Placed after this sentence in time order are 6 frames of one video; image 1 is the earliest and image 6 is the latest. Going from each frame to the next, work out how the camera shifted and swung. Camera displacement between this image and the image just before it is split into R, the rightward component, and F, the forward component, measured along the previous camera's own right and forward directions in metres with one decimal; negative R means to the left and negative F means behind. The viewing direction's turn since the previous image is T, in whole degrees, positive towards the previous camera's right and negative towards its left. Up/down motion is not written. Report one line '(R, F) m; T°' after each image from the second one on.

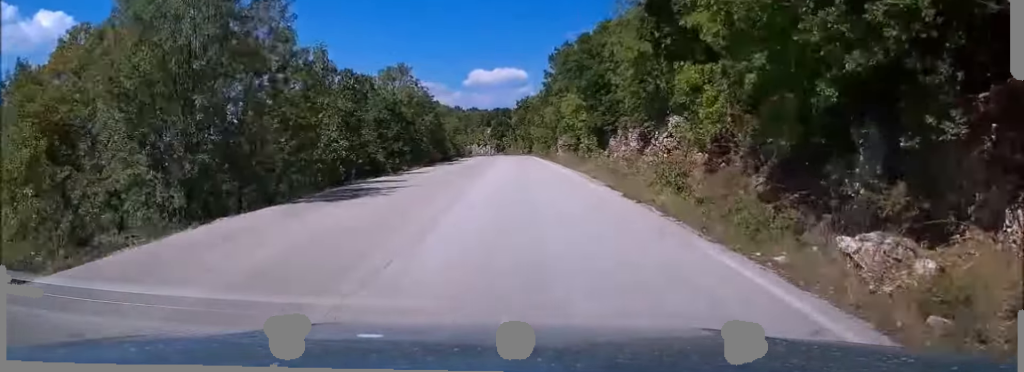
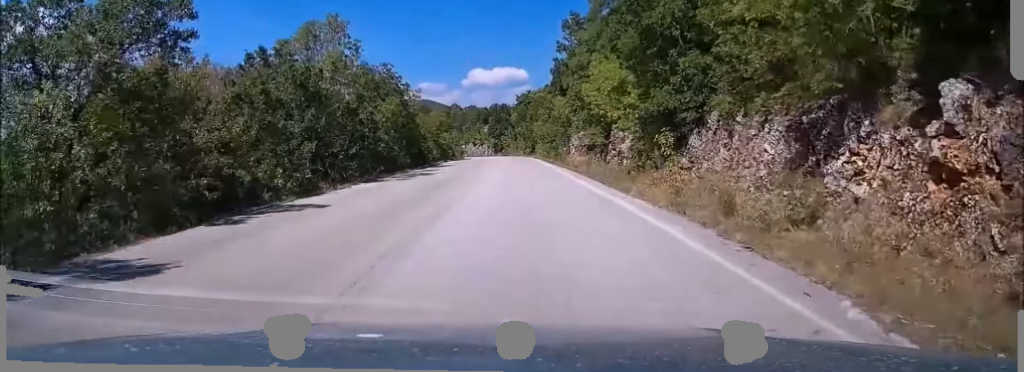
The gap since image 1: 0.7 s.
(-0.1, +16.8) m; 0°
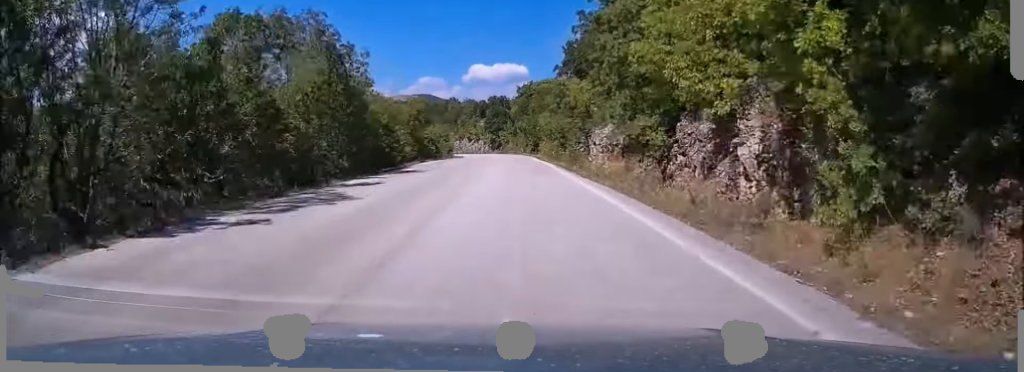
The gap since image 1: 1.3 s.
(+0.1, +14.4) m; 0°
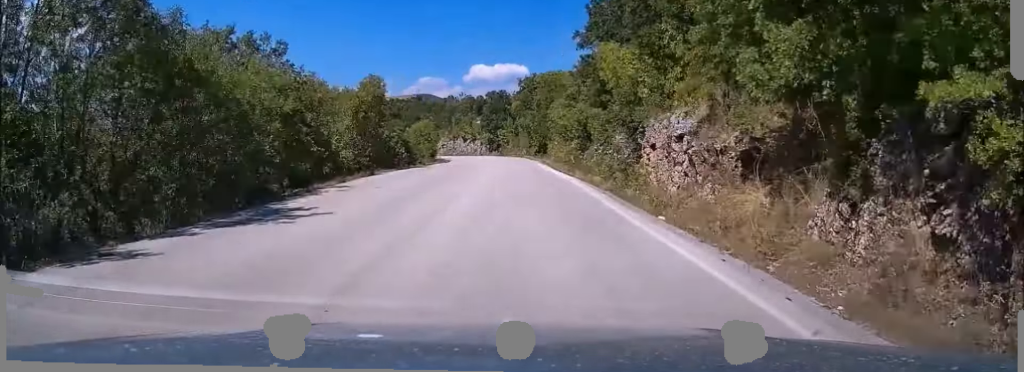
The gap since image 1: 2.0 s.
(+0.1, +17.7) m; 0°
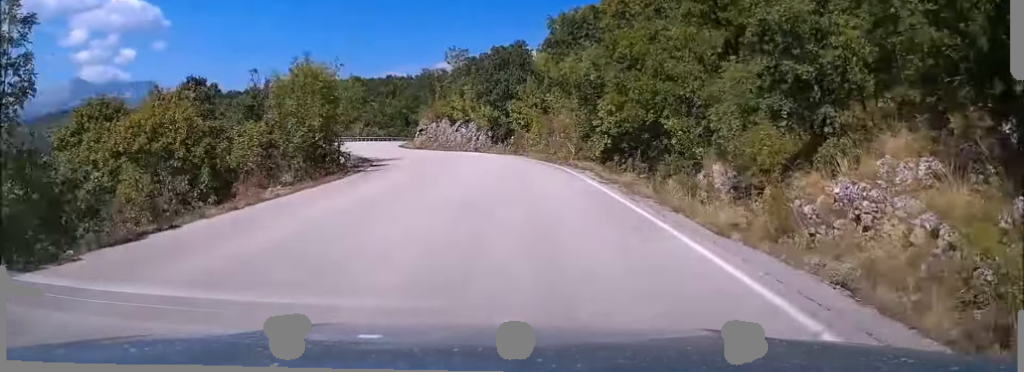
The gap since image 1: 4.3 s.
(-0.5, +54.6) m; -3°
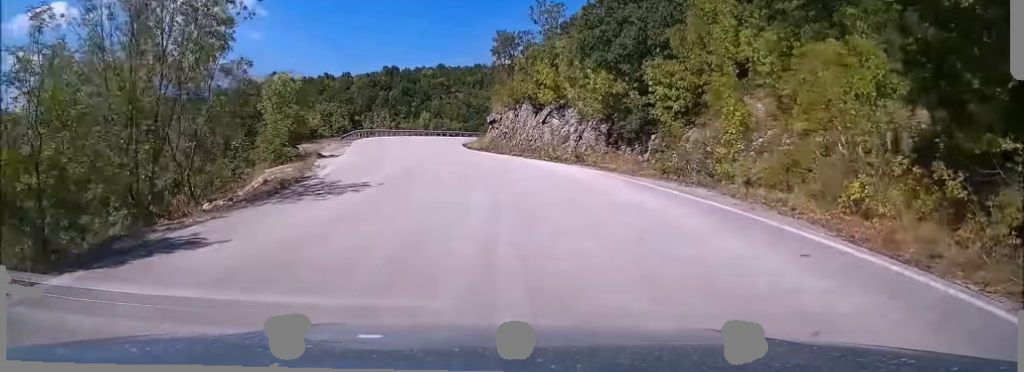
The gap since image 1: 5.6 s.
(-1.0, +28.6) m; -6°
